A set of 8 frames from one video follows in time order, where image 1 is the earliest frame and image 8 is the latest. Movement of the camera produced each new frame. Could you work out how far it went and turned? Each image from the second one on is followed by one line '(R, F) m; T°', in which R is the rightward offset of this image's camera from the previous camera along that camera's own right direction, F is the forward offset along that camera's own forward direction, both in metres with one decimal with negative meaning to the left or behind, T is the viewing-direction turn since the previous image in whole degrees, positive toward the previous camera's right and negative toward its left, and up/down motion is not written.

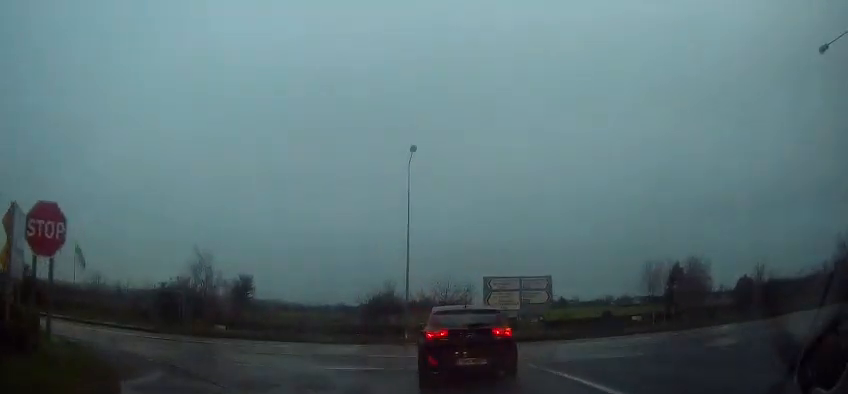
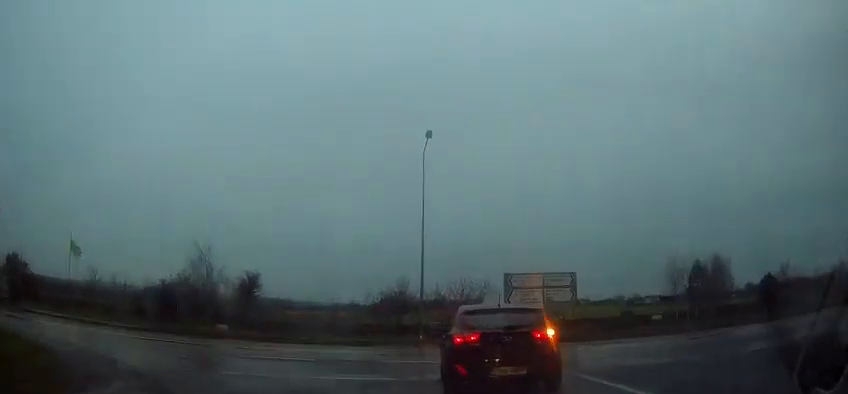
(+0.1, +2.5) m; -2°
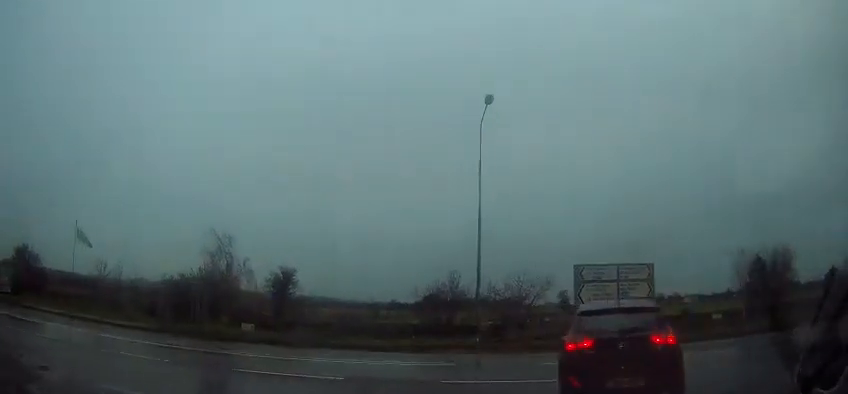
(-0.4, +4.6) m; -14°
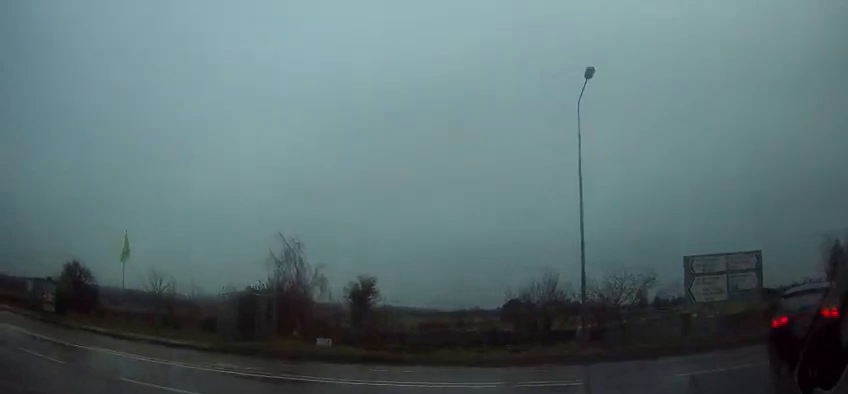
(-0.6, +2.9) m; -6°
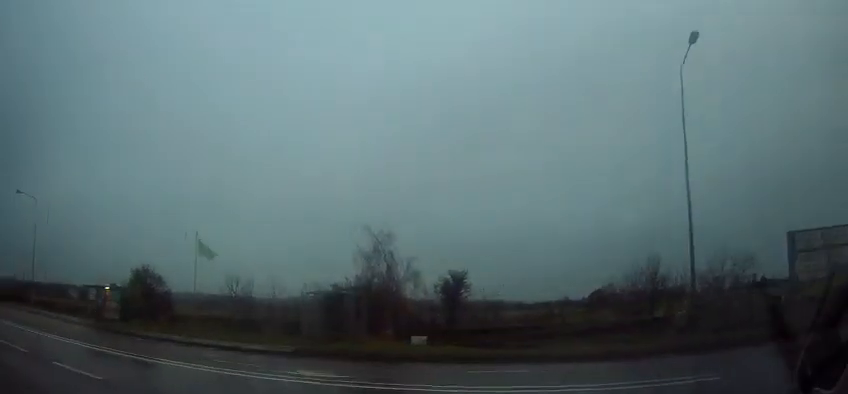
(+0.1, +1.9) m; -8°
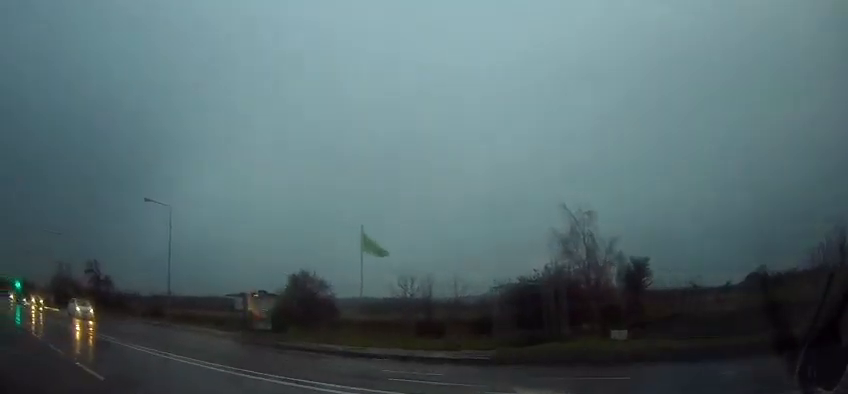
(-0.6, +3.5) m; -23°
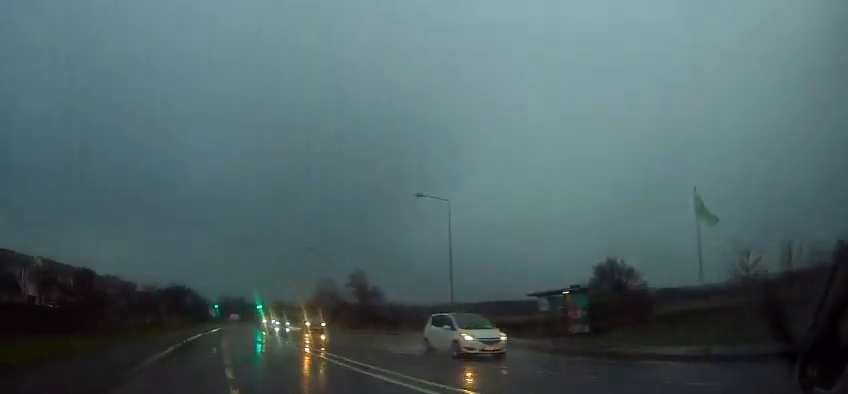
(-1.3, +6.2) m; -22°
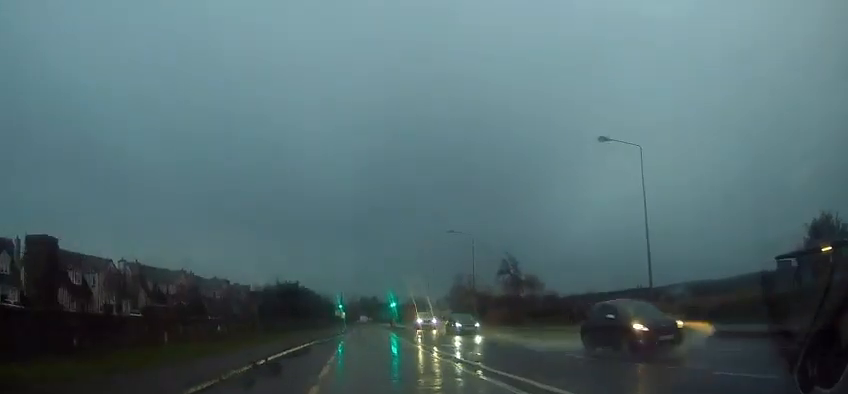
(-1.8, +10.7) m; -13°
